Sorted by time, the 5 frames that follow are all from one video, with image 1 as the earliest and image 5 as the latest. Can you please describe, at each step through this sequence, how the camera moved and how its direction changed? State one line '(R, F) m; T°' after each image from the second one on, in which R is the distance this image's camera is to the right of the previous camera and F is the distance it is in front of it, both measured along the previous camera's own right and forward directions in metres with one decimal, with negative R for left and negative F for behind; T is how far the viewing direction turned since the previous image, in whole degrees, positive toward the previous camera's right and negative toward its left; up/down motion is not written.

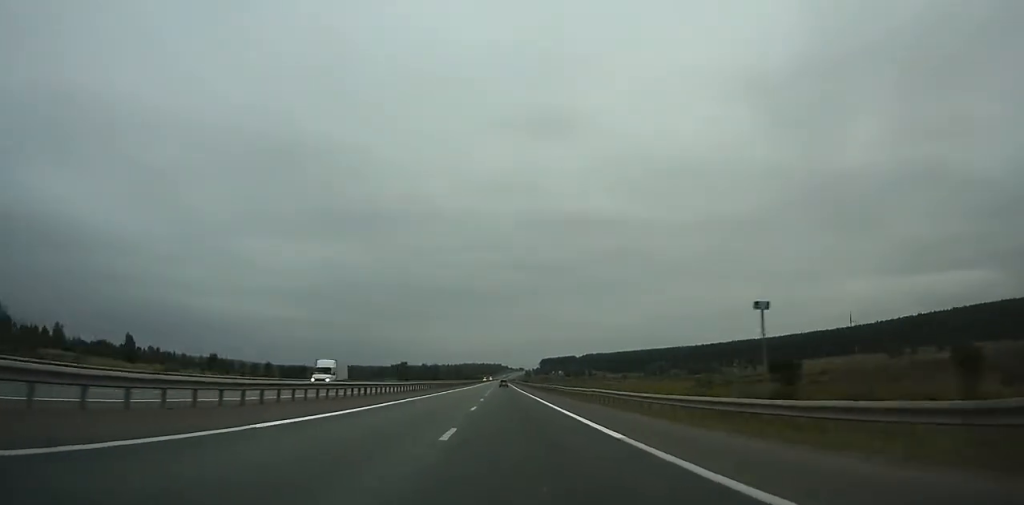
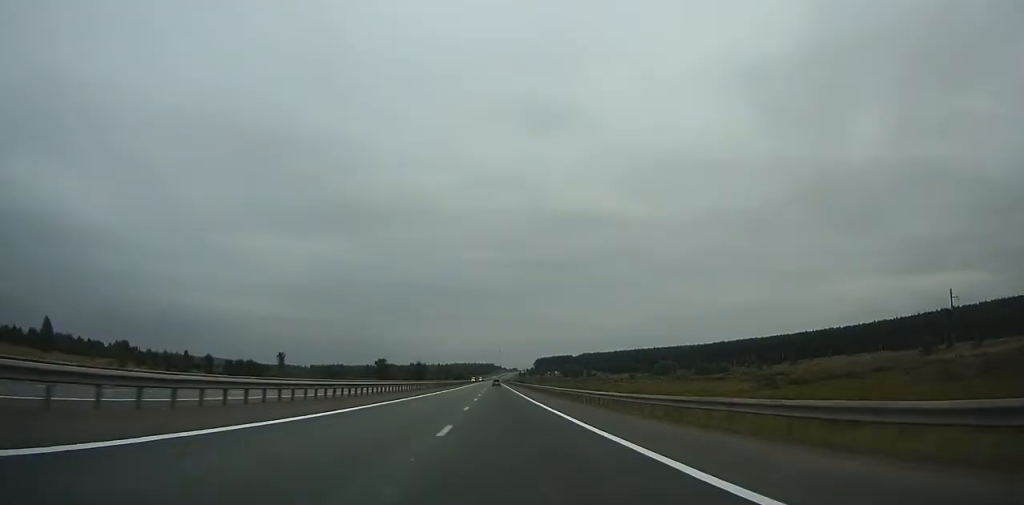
(+0.1, +46.5) m; 0°
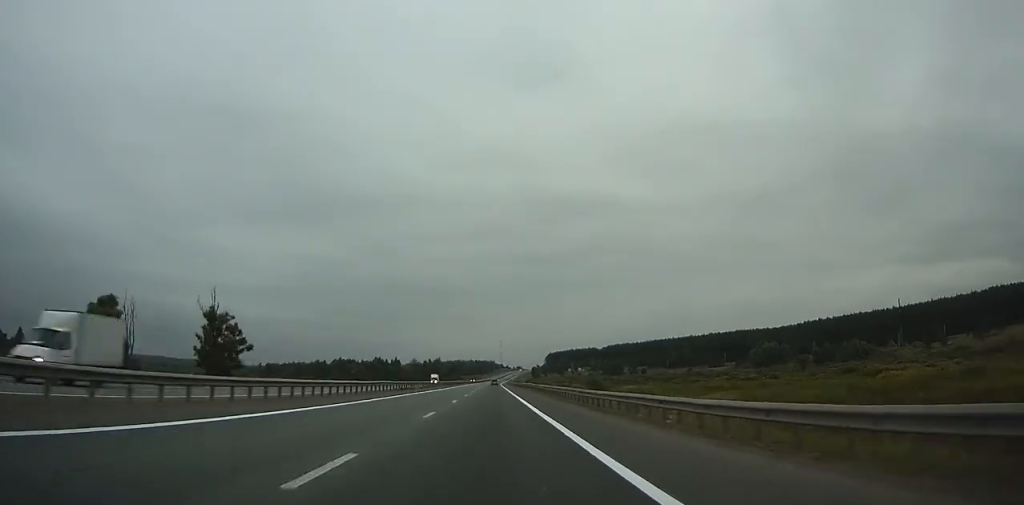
(+0.6, +222.6) m; 0°
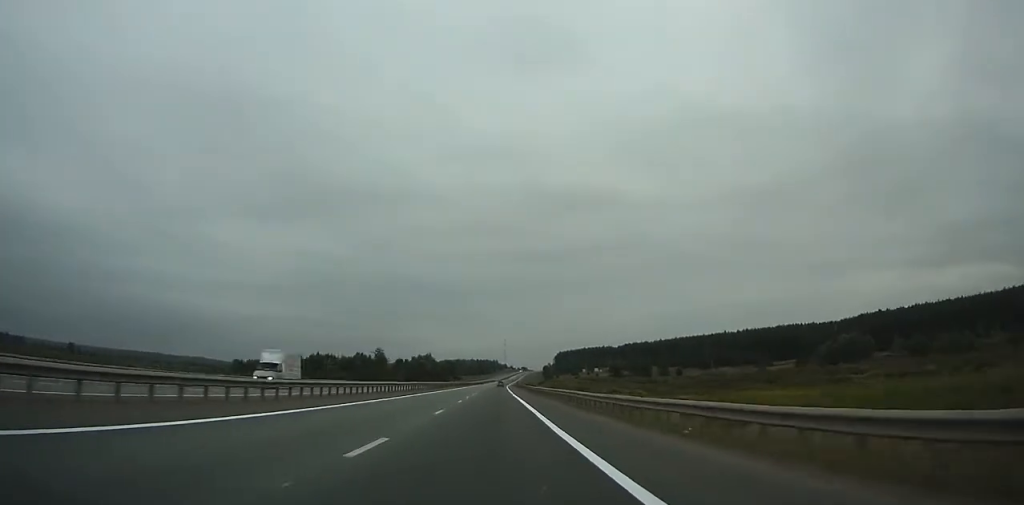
(-0.1, +82.2) m; 0°
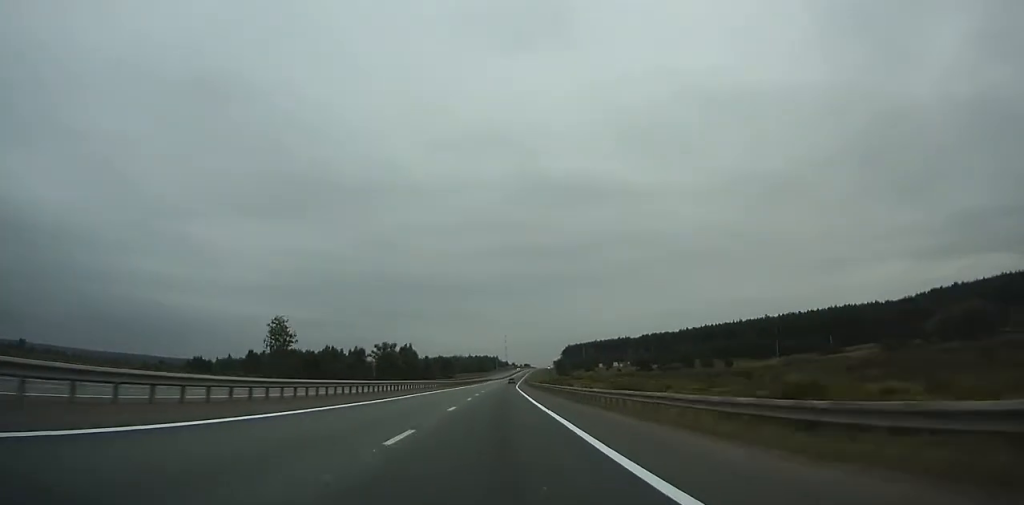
(-0.1, +82.6) m; 0°
